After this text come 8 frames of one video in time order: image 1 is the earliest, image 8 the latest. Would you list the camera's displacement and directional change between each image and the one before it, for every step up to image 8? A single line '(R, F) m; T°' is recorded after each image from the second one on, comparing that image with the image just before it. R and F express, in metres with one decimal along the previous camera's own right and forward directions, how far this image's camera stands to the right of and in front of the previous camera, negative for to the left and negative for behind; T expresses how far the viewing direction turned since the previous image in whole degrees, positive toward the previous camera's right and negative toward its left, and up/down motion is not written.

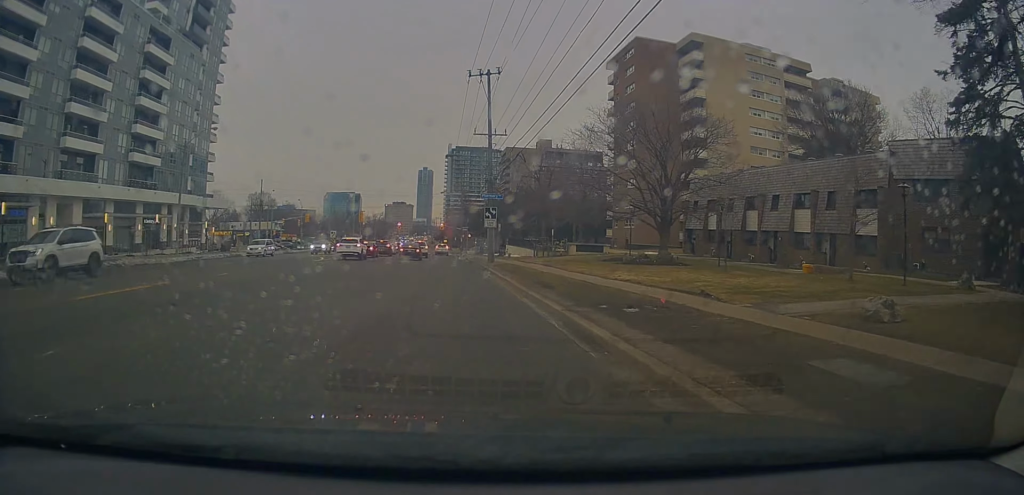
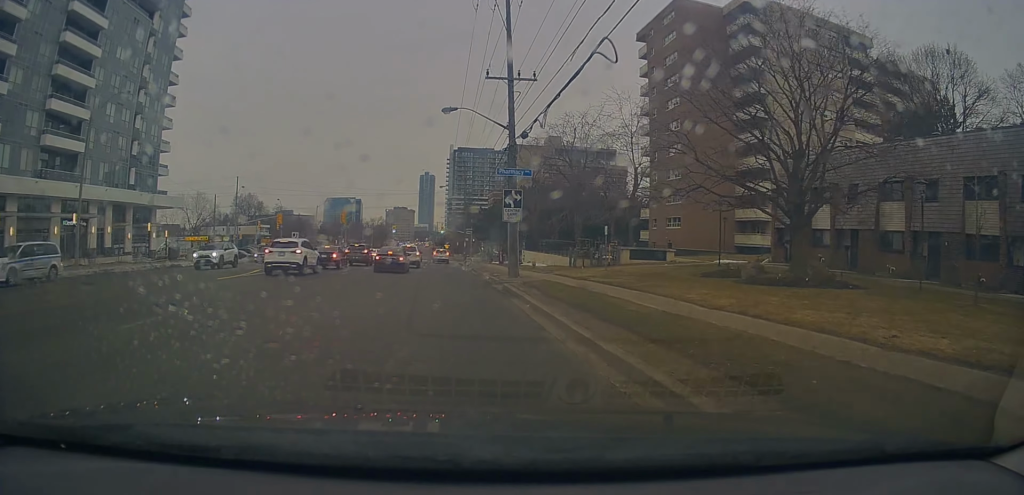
(+0.1, +16.1) m; -1°
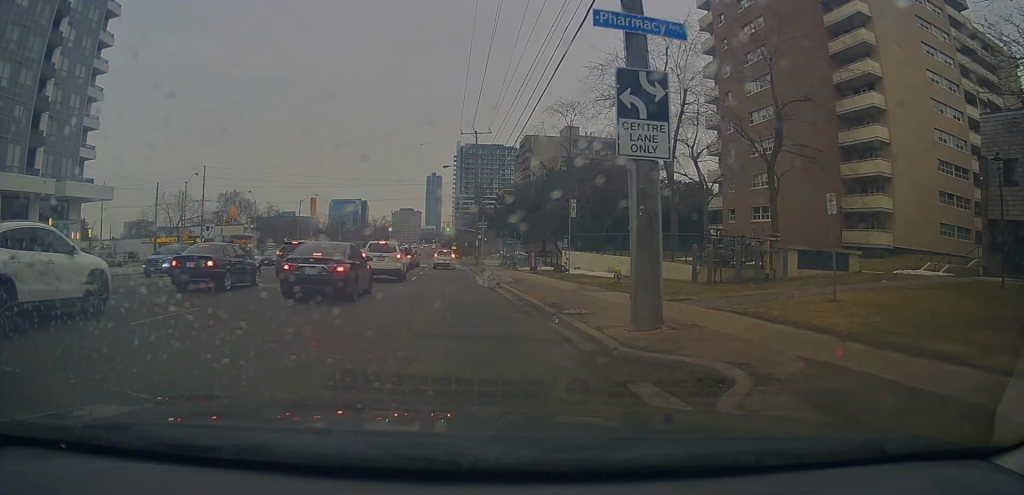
(-0.5, +19.7) m; -2°
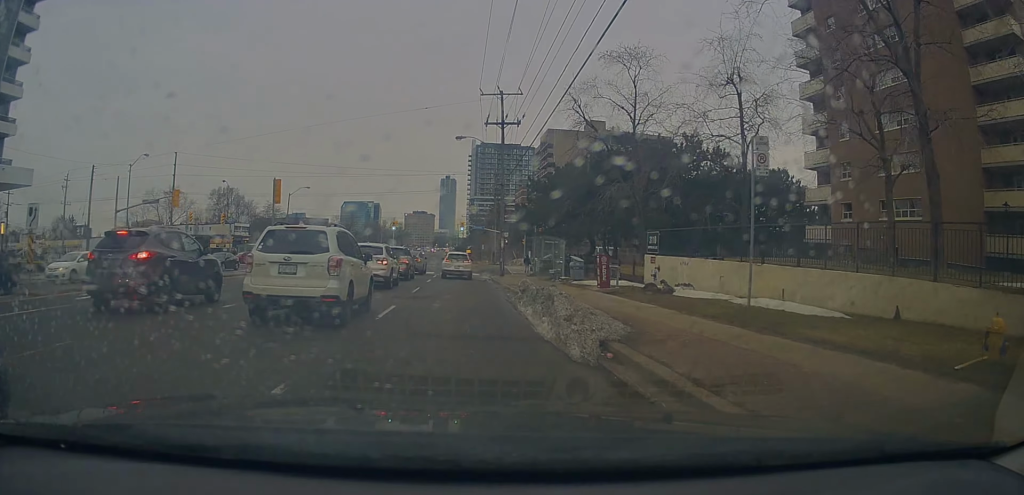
(-0.1, +16.9) m; -1°
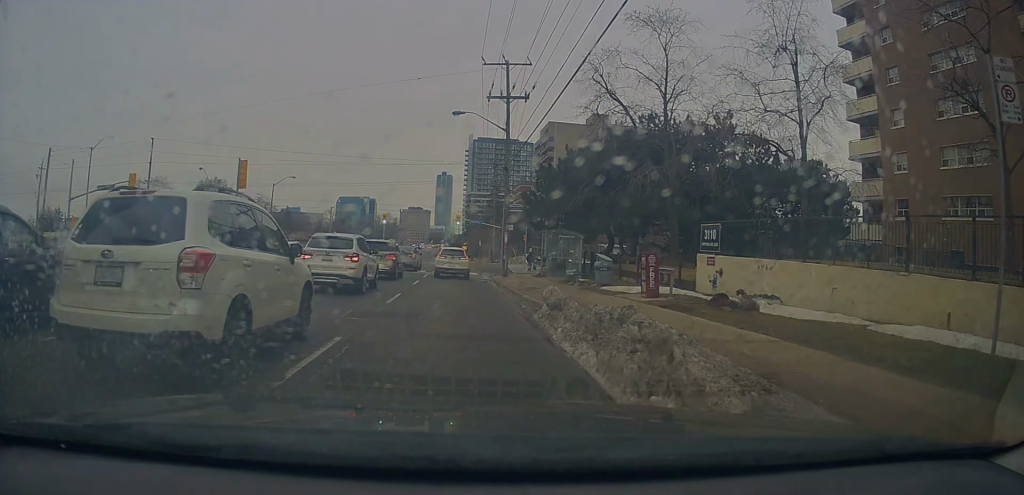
(-0.2, +6.7) m; +1°
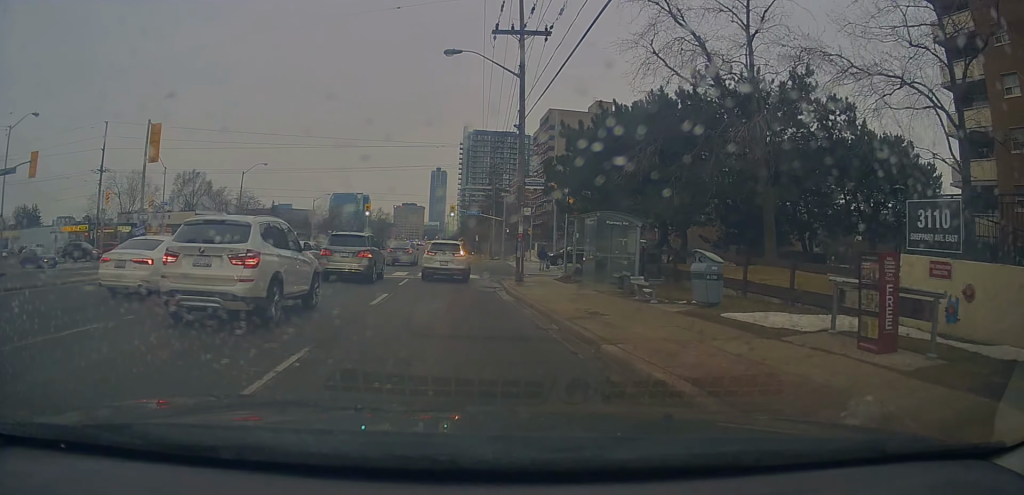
(+0.4, +10.4) m; -1°
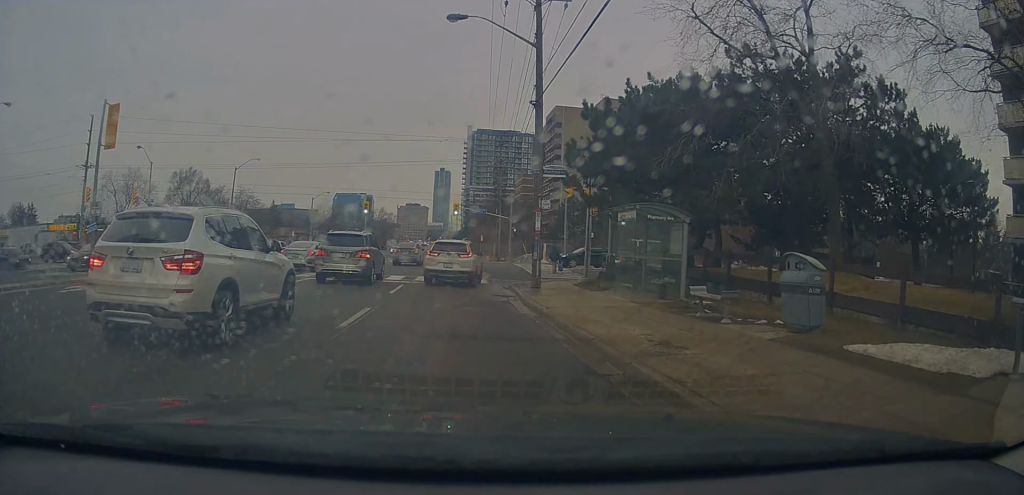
(-0.3, +4.4) m; 0°
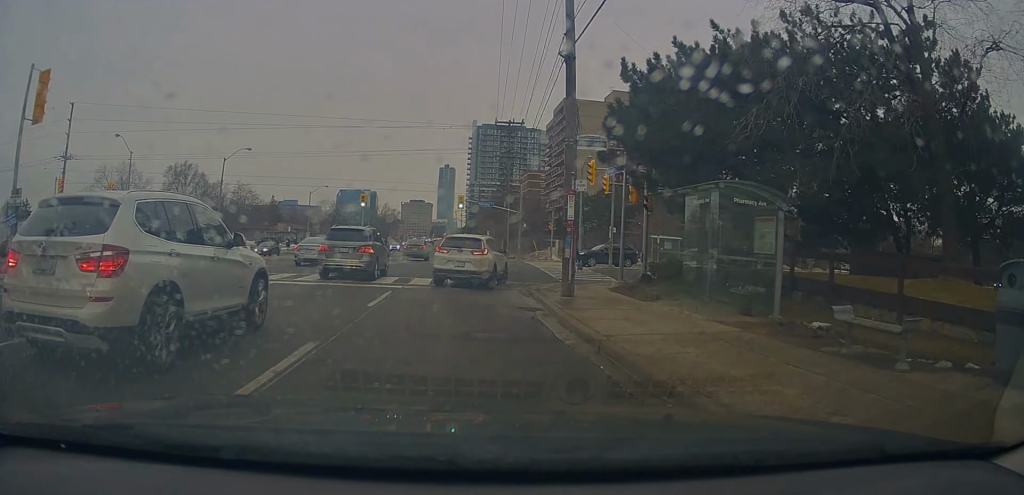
(0.0, +5.6) m; 0°
